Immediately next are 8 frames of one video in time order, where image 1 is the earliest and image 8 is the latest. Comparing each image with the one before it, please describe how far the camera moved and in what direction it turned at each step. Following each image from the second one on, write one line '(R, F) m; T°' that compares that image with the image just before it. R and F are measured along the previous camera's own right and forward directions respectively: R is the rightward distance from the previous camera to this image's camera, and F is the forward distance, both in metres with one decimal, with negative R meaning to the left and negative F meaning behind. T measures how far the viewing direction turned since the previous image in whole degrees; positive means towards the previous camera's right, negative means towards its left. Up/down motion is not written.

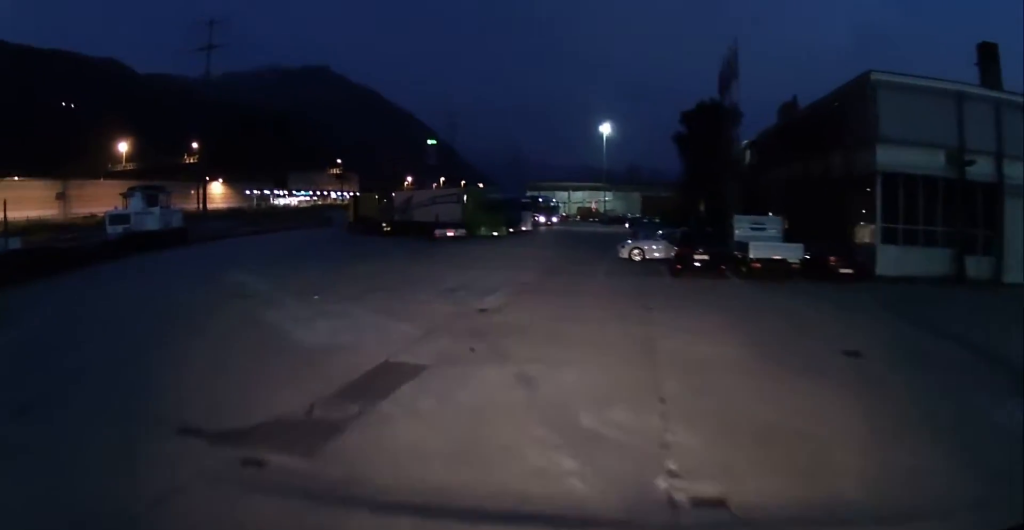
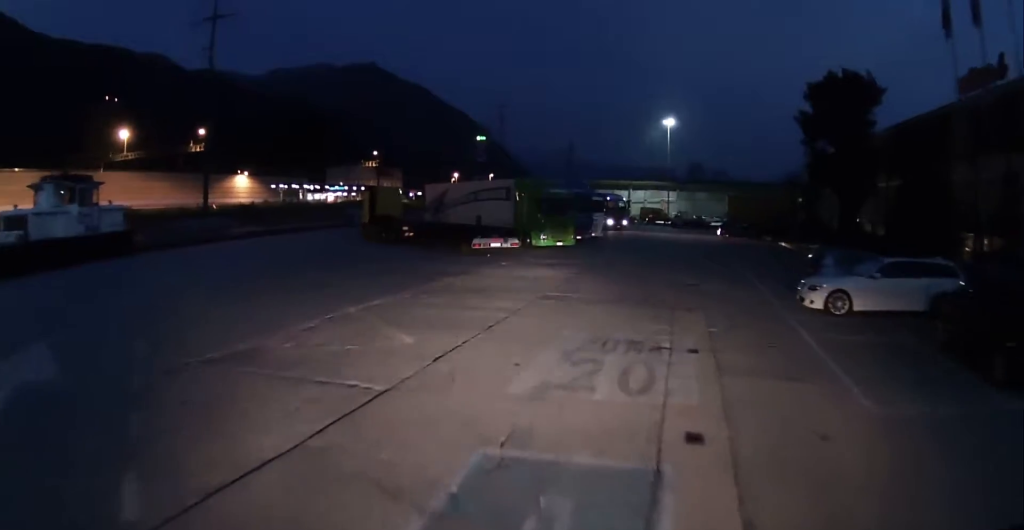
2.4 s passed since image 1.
(-0.2, +14.5) m; -1°
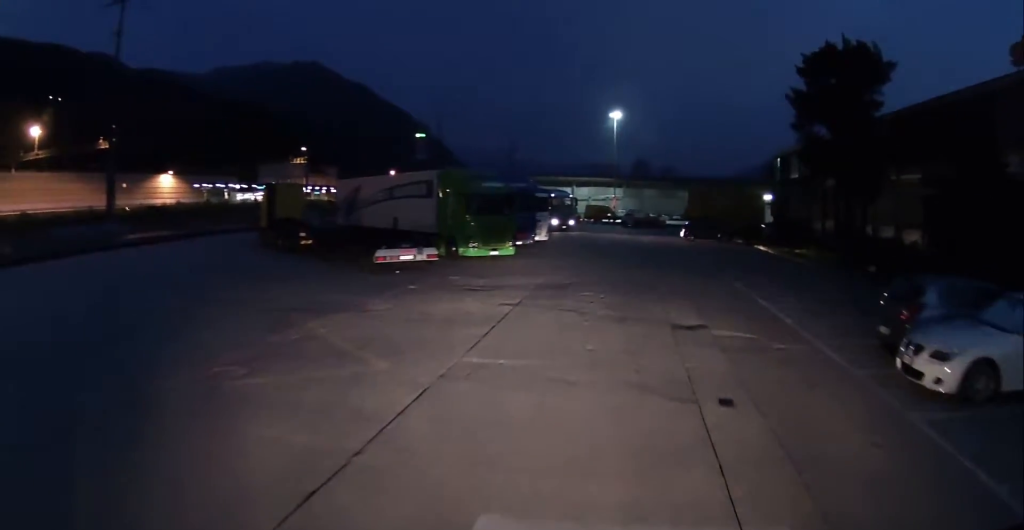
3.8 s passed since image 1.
(0.0, +8.0) m; +5°
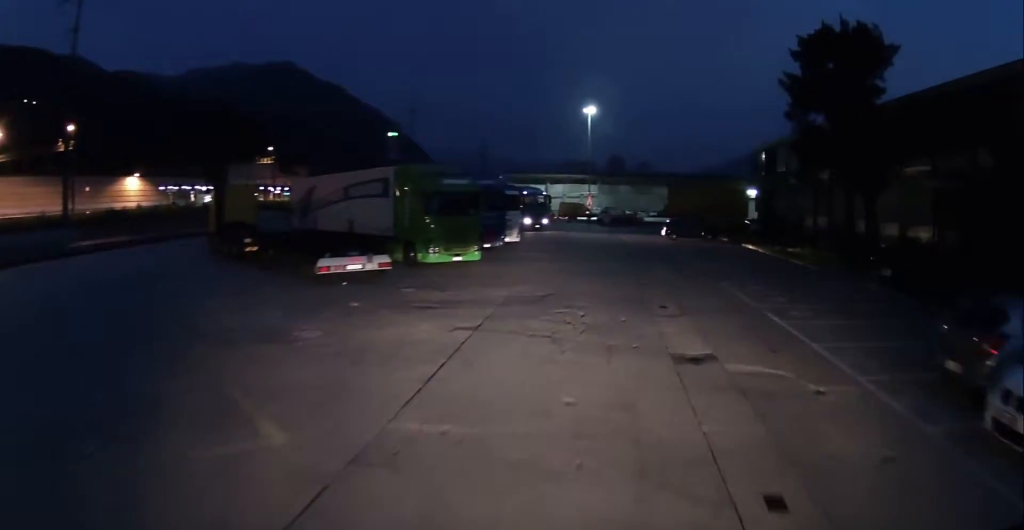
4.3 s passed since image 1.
(+0.2, +3.1) m; +3°
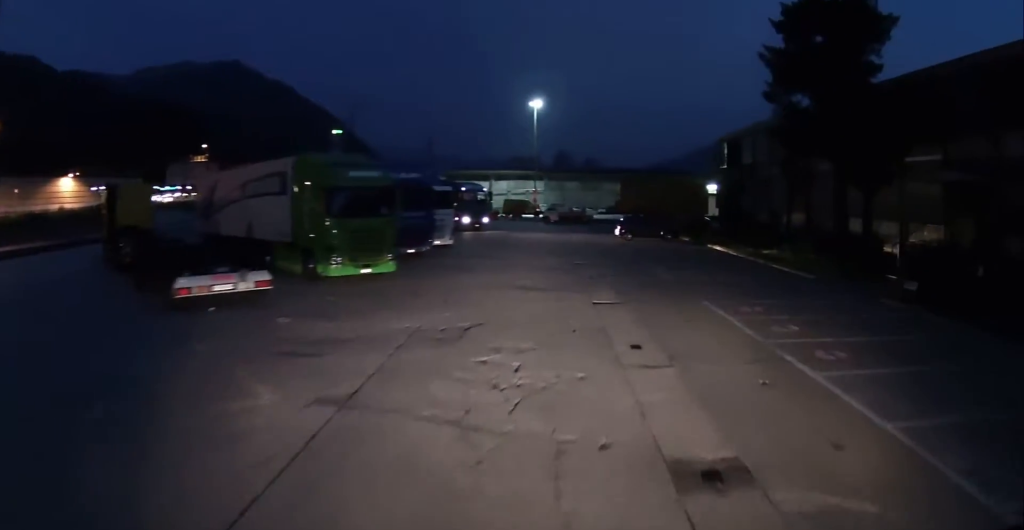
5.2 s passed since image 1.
(+0.3, +4.9) m; +6°
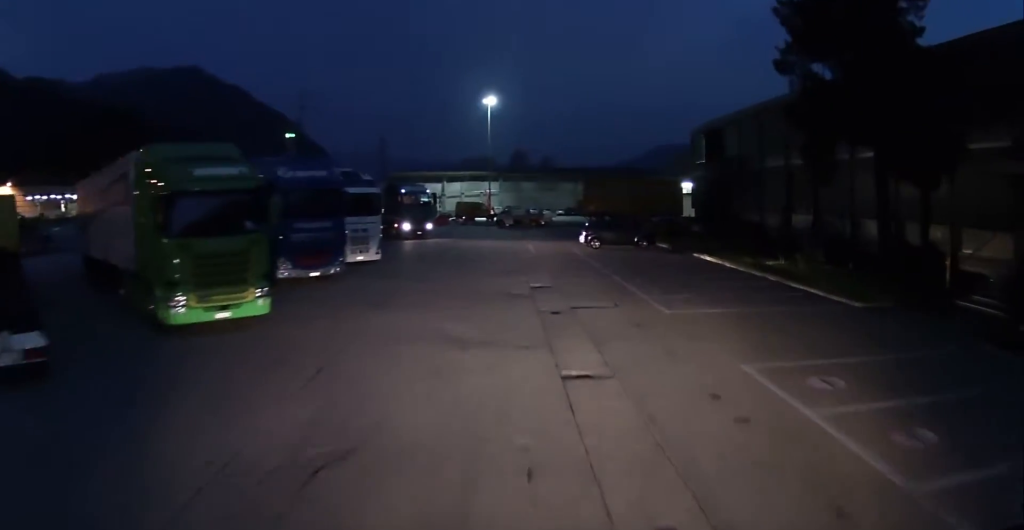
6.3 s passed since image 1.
(+0.5, +6.4) m; +9°
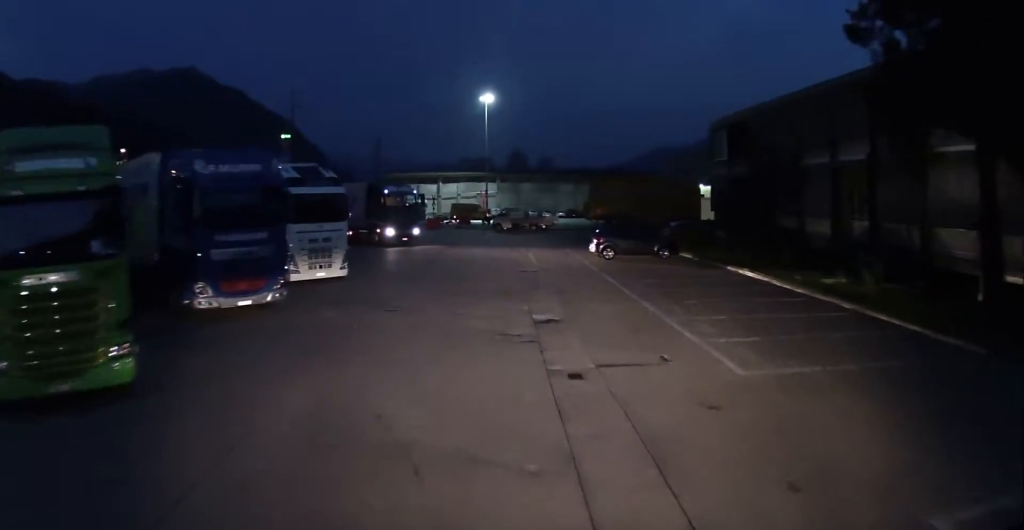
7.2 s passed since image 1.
(+0.5, +5.4) m; +1°
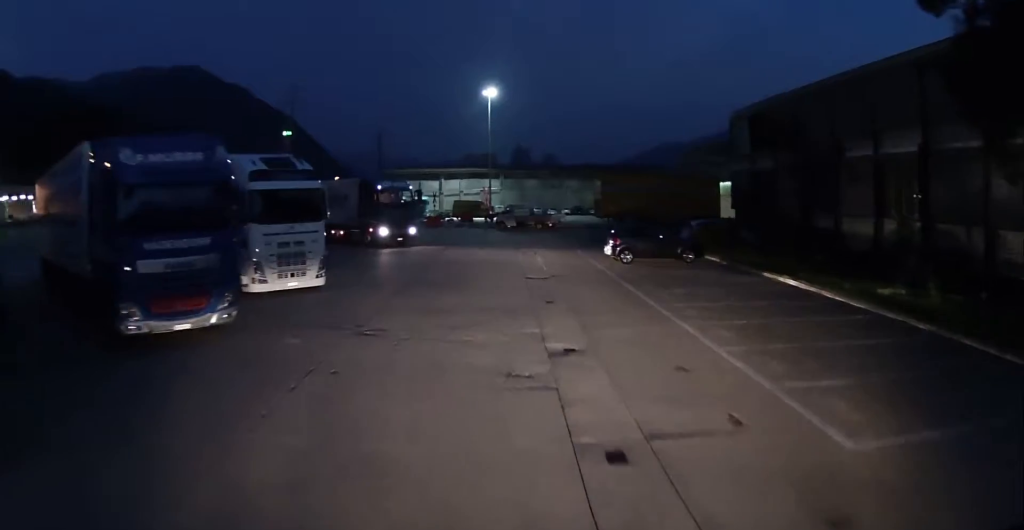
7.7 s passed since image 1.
(-0.1, +3.4) m; -6°
